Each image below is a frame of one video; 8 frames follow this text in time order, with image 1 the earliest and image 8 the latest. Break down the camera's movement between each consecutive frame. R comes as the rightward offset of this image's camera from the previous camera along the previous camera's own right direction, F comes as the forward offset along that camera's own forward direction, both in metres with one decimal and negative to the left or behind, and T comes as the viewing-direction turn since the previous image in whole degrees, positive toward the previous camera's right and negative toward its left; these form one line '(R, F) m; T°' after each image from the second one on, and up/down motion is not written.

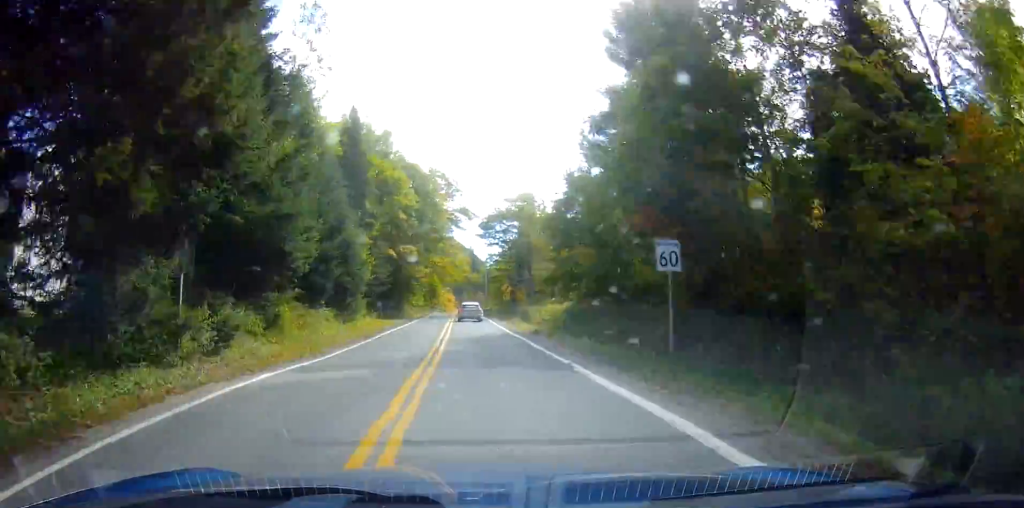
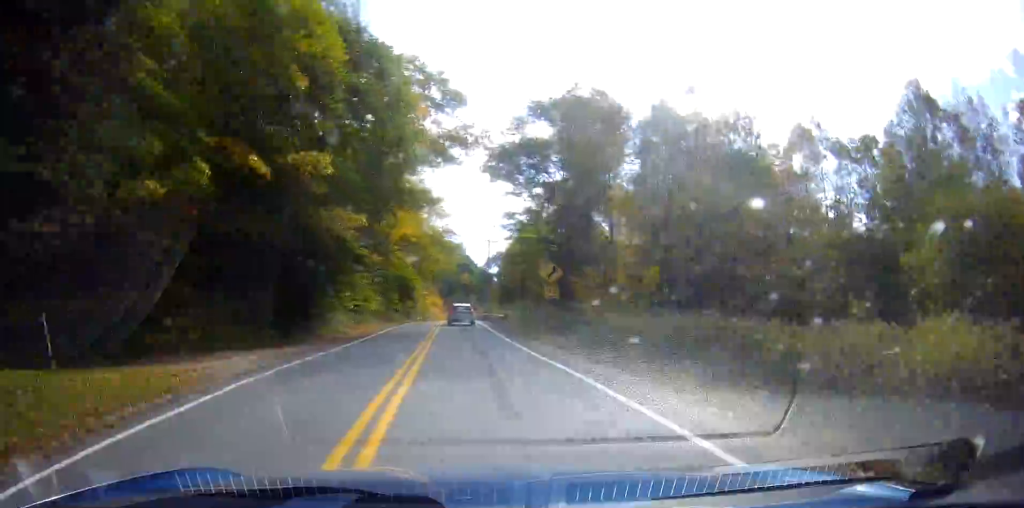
(0.0, +35.3) m; 0°
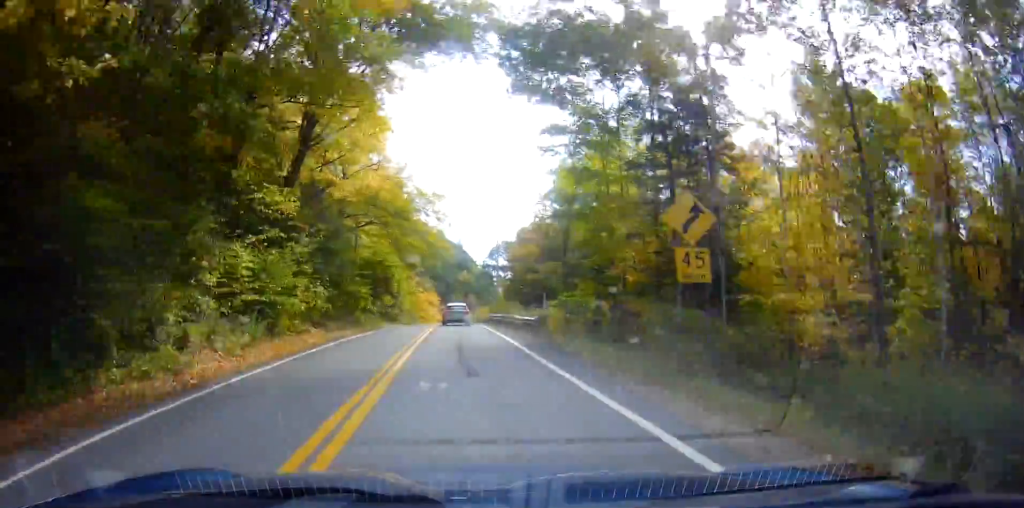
(0.0, +18.4) m; 0°
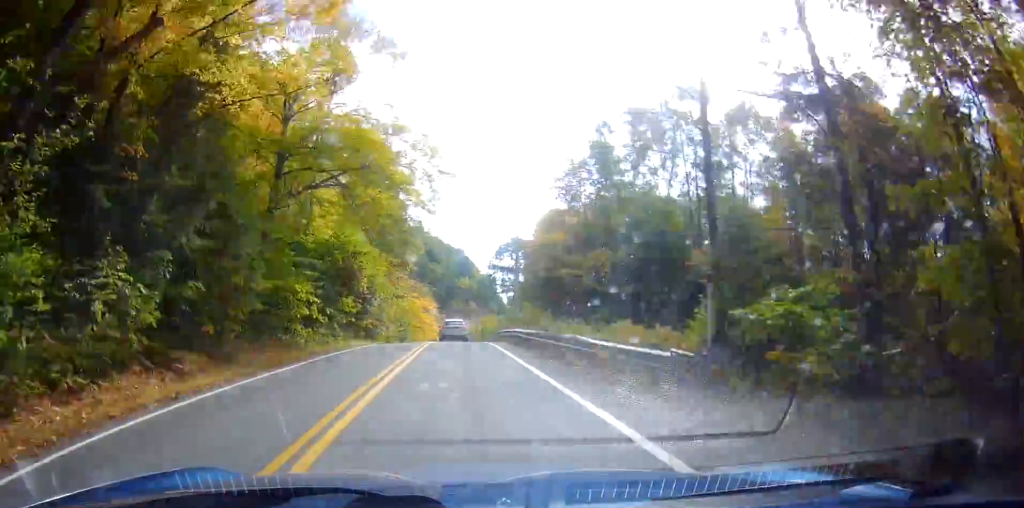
(0.0, +15.8) m; 0°
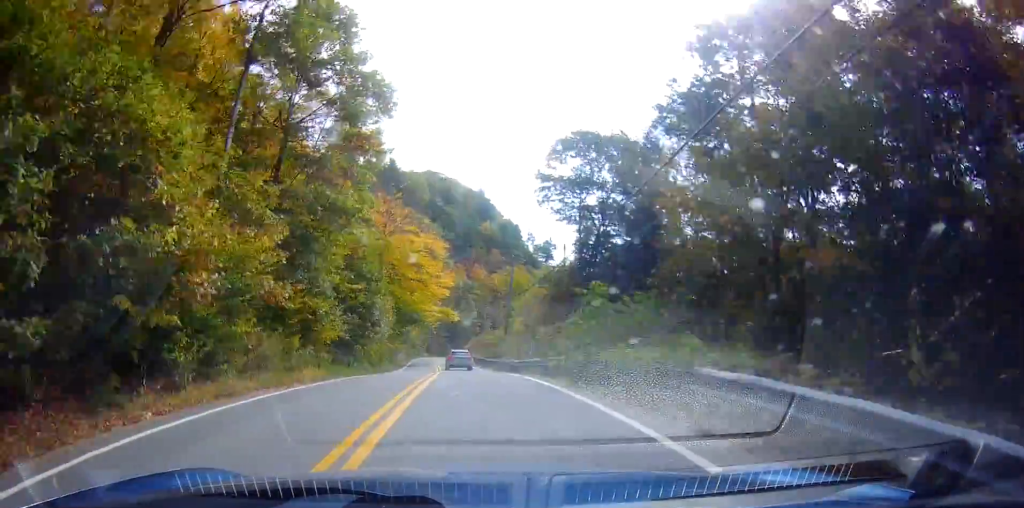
(0.0, +38.5) m; 0°
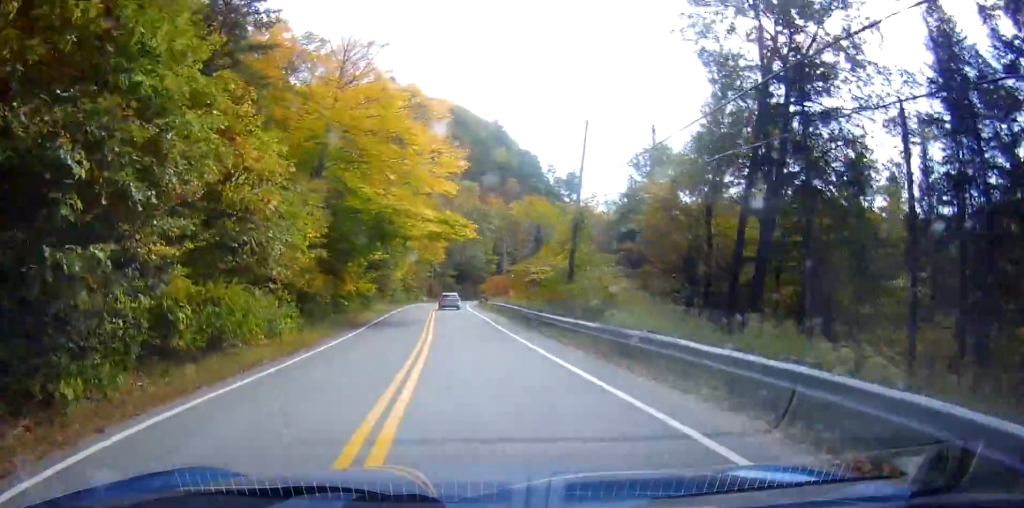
(0.0, +31.7) m; 0°
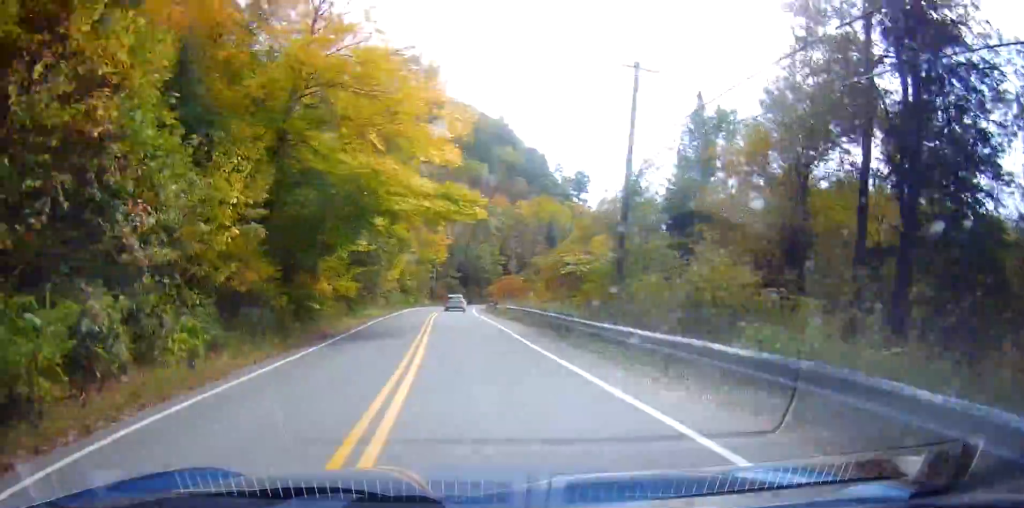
(0.0, +8.3) m; 0°
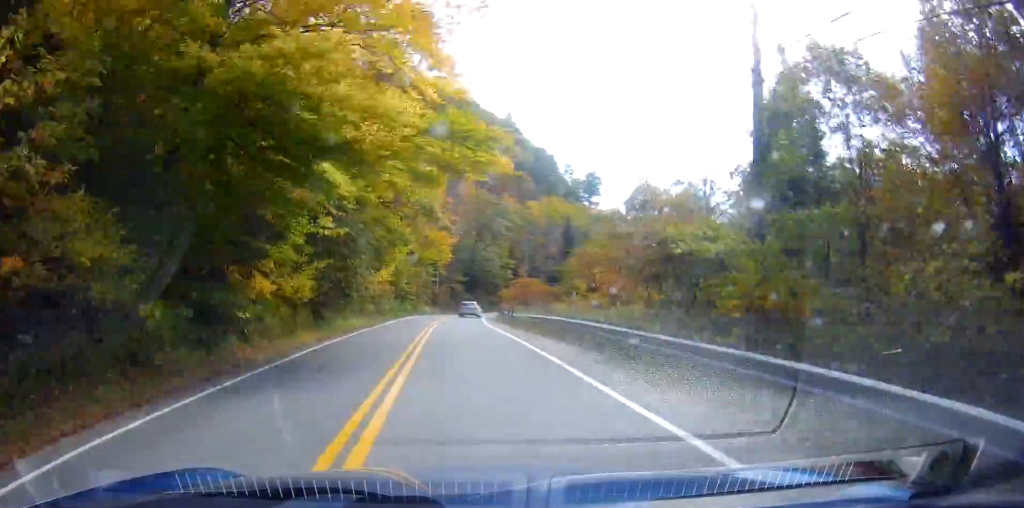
(0.0, +9.5) m; 0°
